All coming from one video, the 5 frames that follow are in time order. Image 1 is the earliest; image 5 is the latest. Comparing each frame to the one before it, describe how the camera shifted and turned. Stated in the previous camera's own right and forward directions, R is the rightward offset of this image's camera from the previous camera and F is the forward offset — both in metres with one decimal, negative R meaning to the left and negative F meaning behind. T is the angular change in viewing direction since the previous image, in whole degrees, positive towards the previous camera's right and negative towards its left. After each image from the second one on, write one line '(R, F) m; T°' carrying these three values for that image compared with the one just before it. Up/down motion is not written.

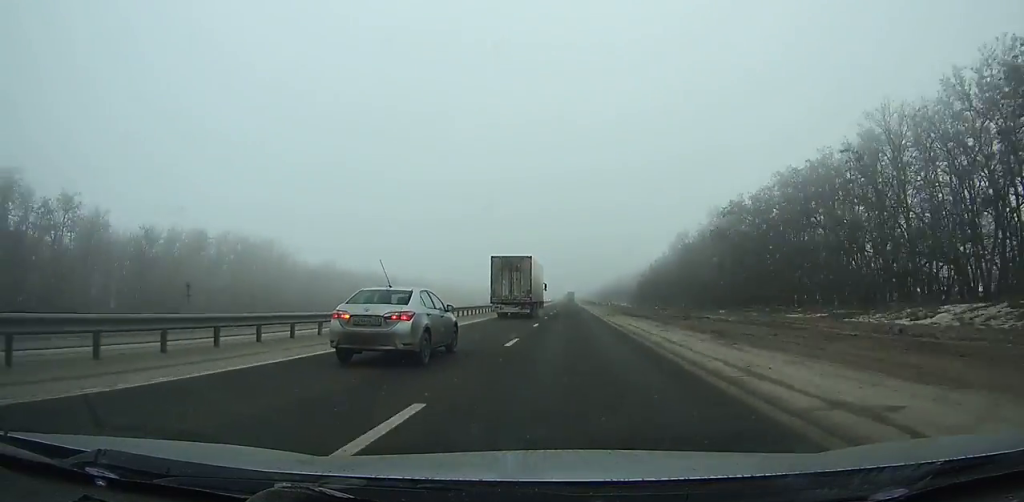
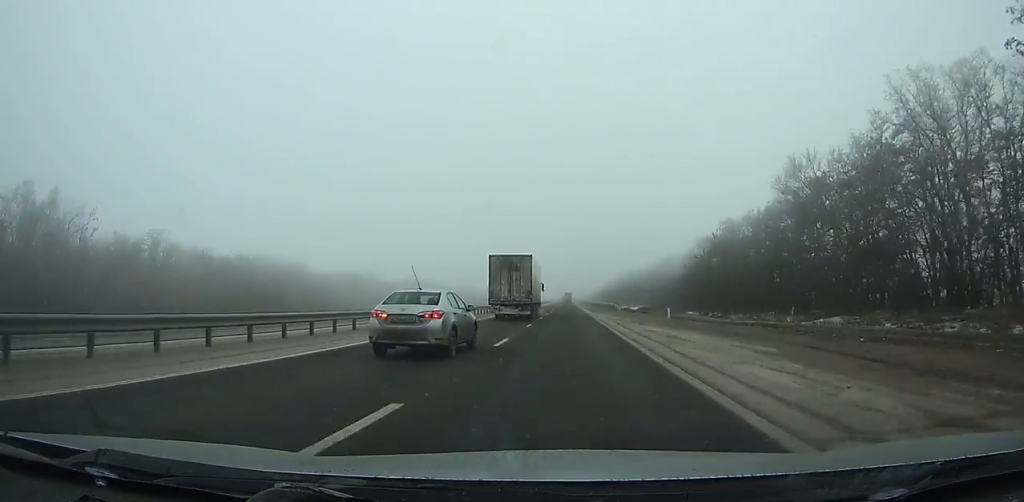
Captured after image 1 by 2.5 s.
(+0.2, +61.6) m; 0°
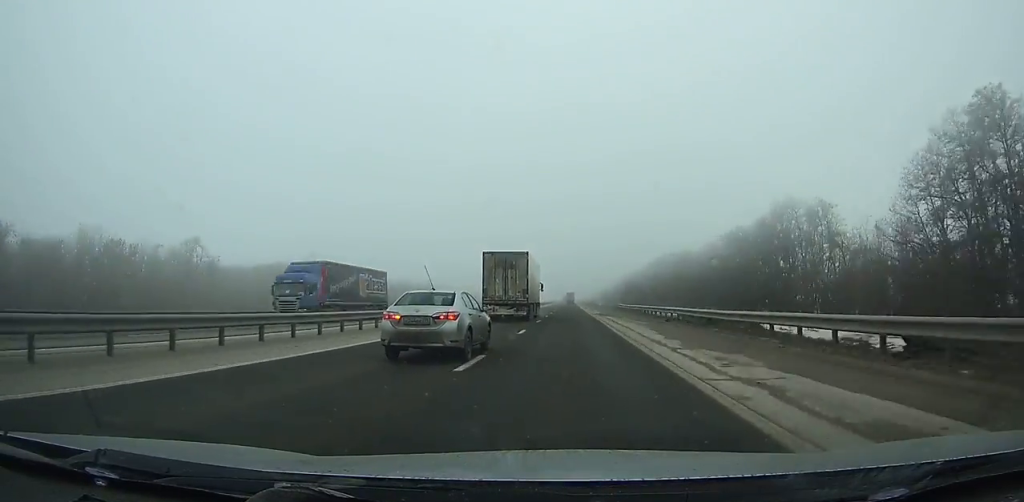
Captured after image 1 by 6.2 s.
(+0.2, +90.1) m; 0°
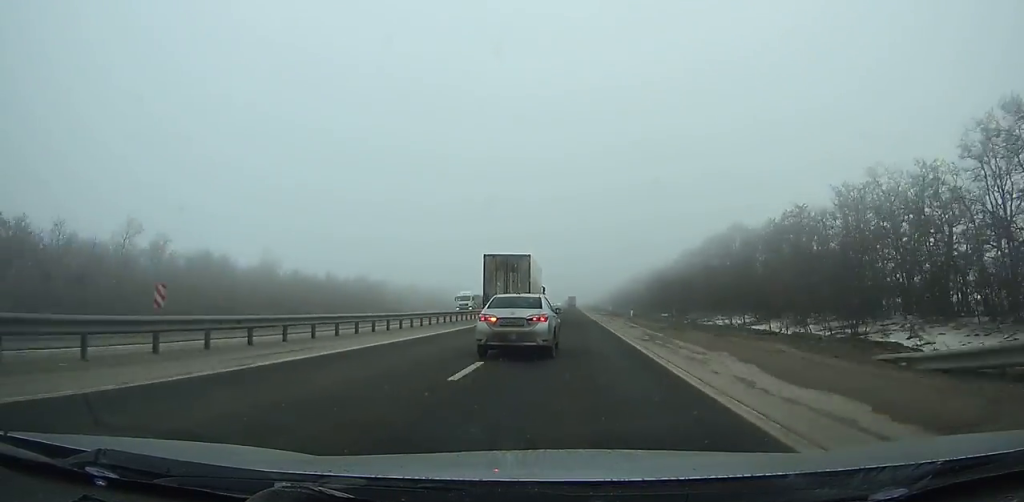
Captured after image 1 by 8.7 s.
(+0.2, +61.3) m; 0°
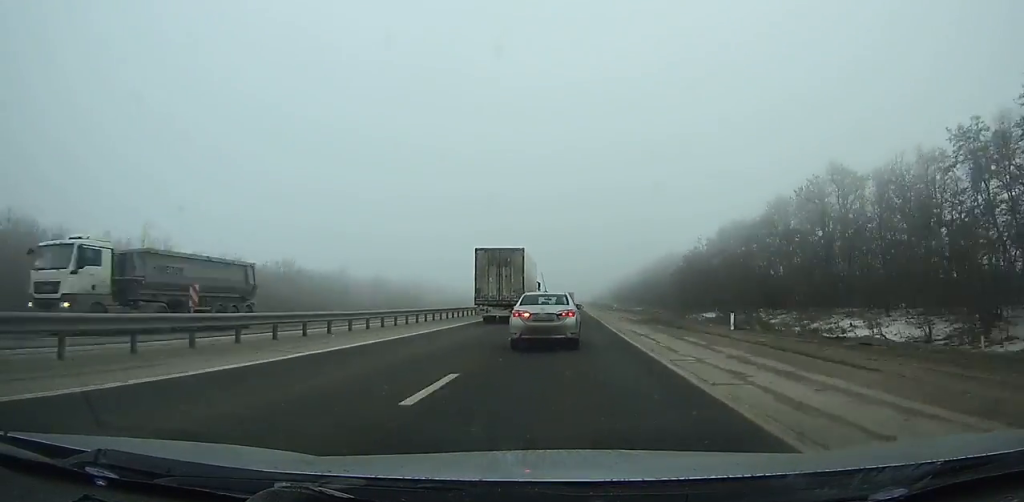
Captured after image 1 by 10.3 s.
(+0.2, +39.6) m; 0°
